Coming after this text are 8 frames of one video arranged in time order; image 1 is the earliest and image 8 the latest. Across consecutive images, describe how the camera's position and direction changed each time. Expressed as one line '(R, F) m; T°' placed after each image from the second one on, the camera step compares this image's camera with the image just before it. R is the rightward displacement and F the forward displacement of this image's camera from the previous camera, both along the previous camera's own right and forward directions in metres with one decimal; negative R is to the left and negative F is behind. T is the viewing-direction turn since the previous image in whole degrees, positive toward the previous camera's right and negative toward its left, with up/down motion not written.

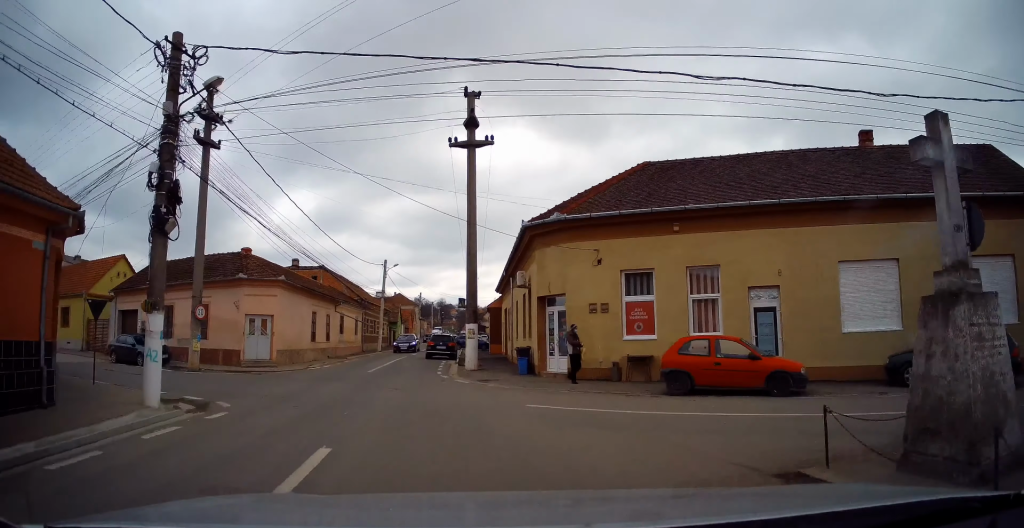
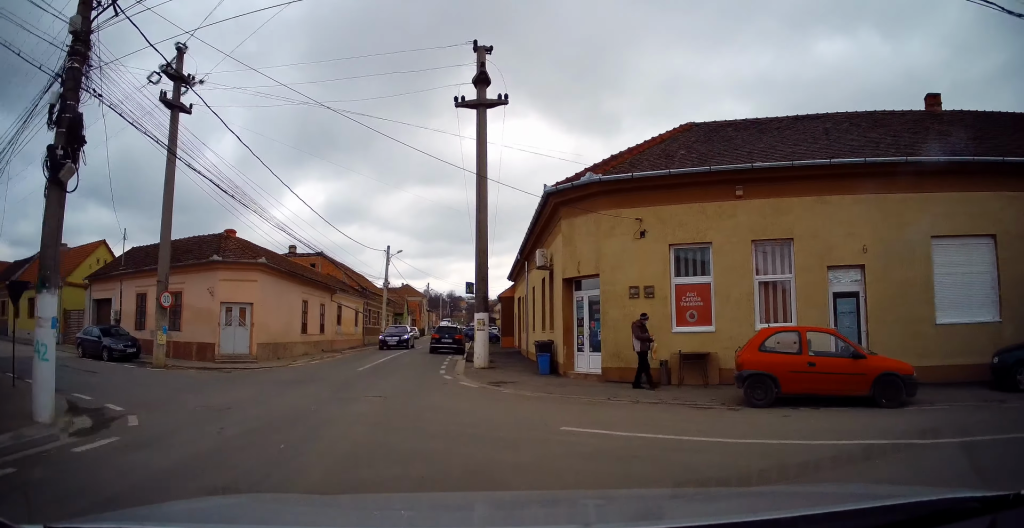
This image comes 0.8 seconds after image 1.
(-0.3, +4.1) m; -4°
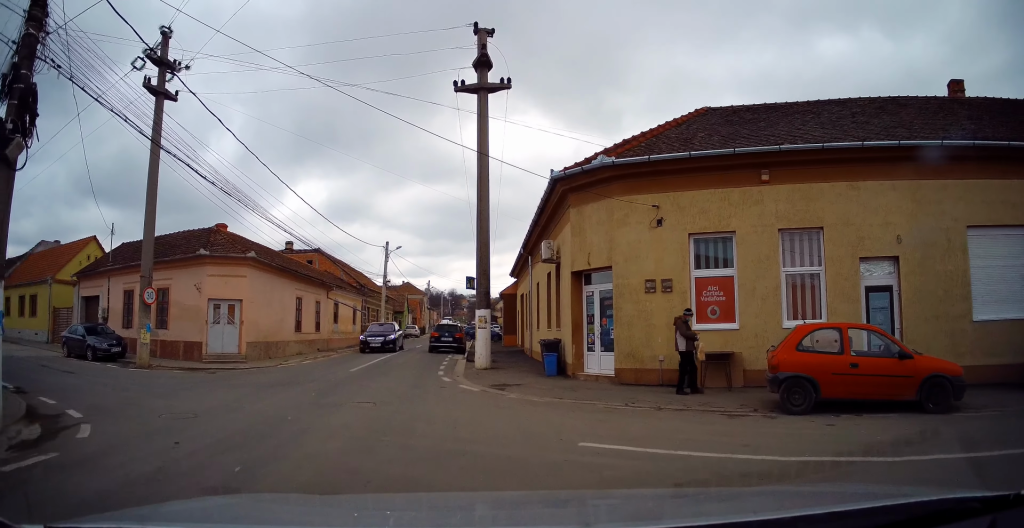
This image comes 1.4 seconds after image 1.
(0.0, +2.0) m; -1°
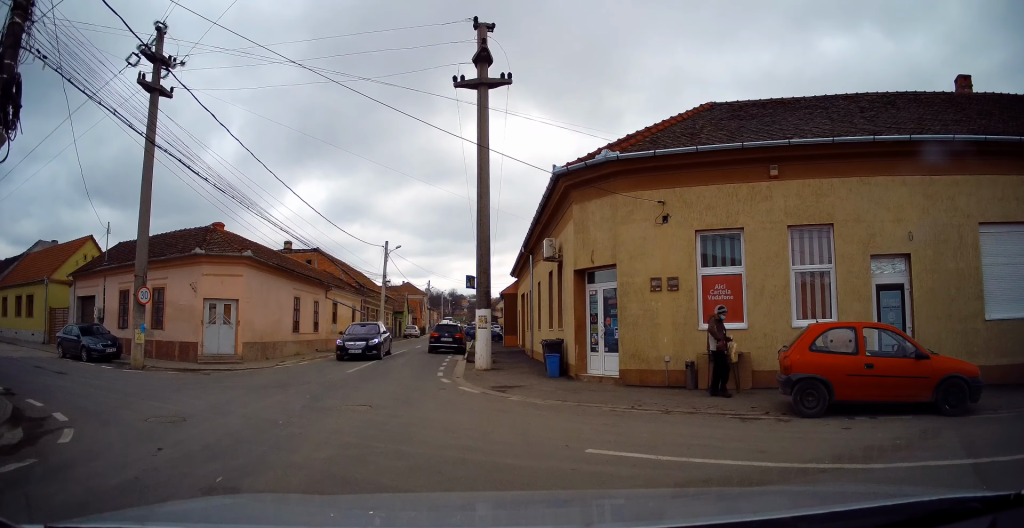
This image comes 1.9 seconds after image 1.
(0.0, +1.2) m; 0°
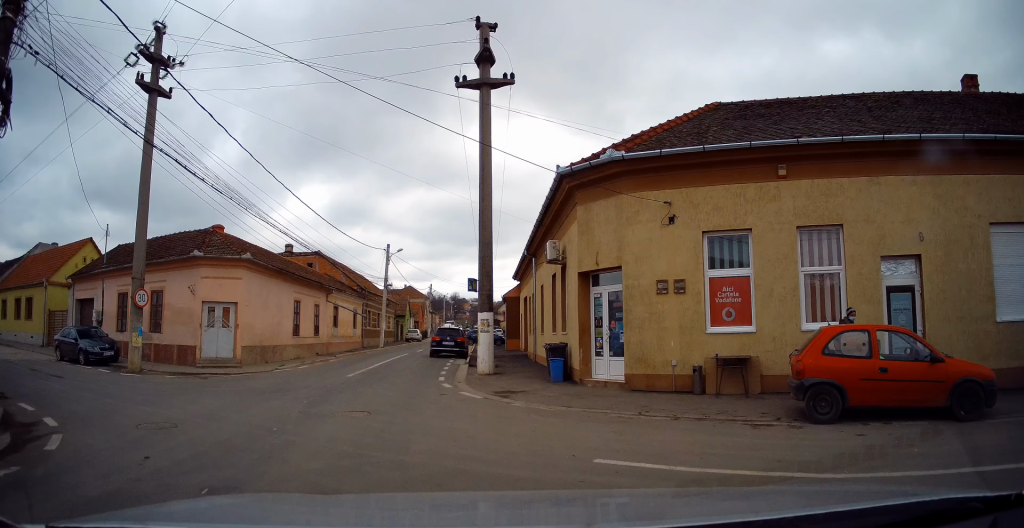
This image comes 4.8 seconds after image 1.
(0.0, +1.9) m; 0°
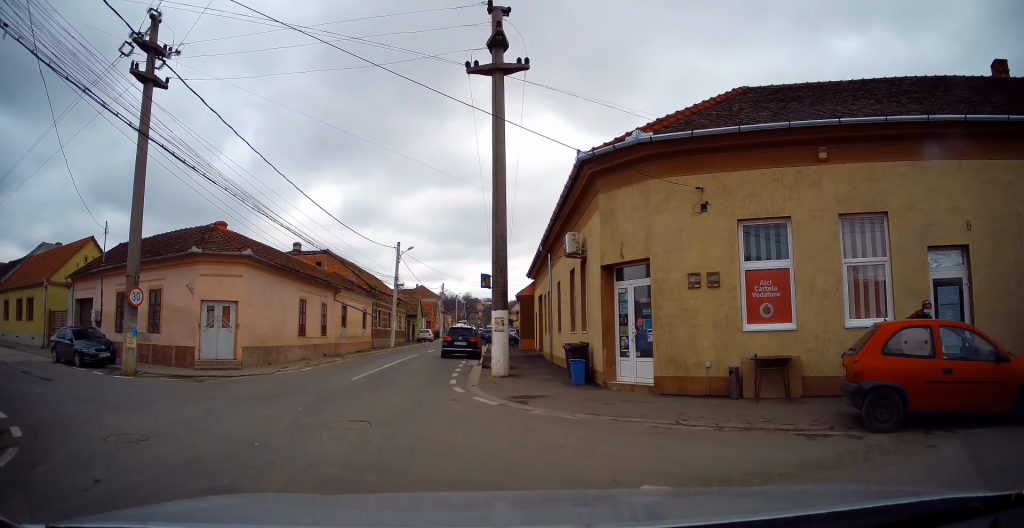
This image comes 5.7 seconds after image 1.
(-0.1, +0.7) m; -4°
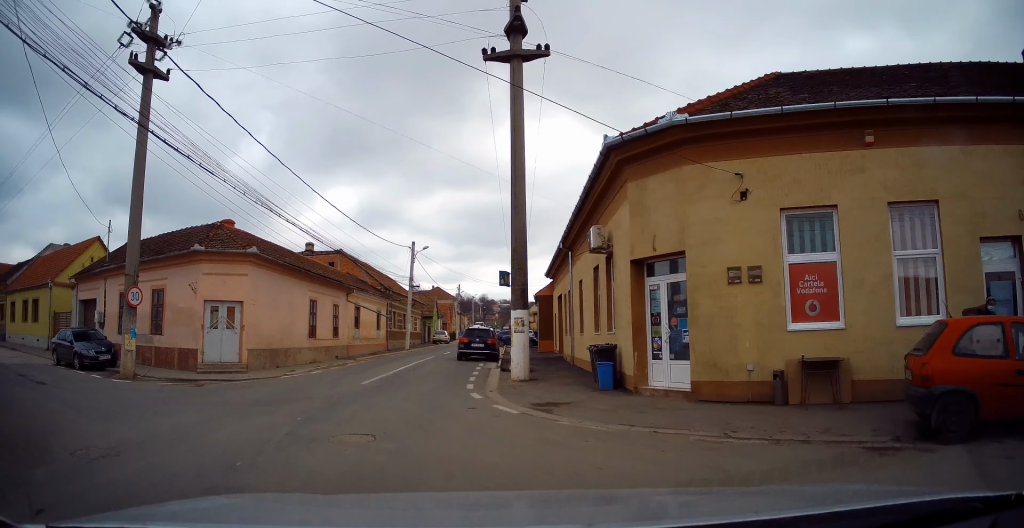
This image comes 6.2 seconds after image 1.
(-0.1, +0.7) m; -8°
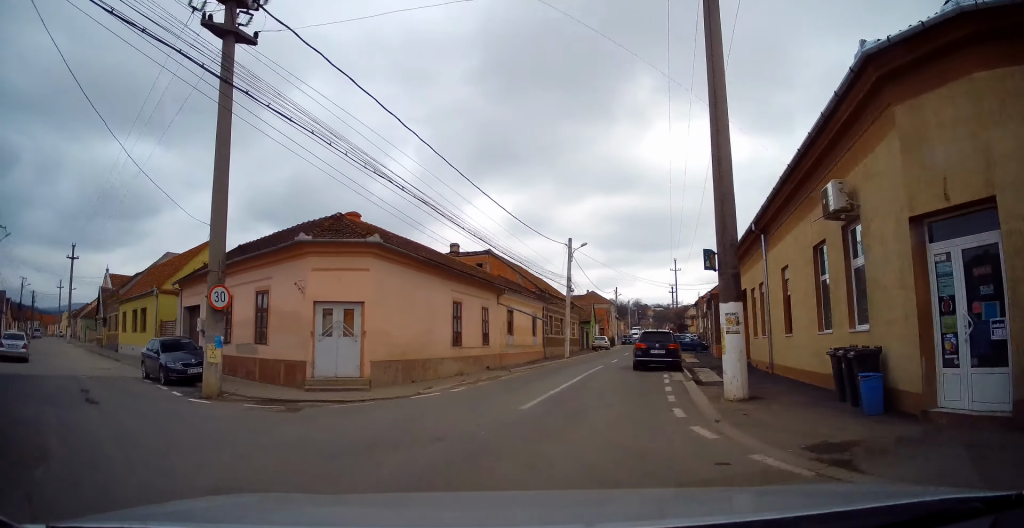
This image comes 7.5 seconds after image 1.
(-0.3, +2.9) m; -13°
